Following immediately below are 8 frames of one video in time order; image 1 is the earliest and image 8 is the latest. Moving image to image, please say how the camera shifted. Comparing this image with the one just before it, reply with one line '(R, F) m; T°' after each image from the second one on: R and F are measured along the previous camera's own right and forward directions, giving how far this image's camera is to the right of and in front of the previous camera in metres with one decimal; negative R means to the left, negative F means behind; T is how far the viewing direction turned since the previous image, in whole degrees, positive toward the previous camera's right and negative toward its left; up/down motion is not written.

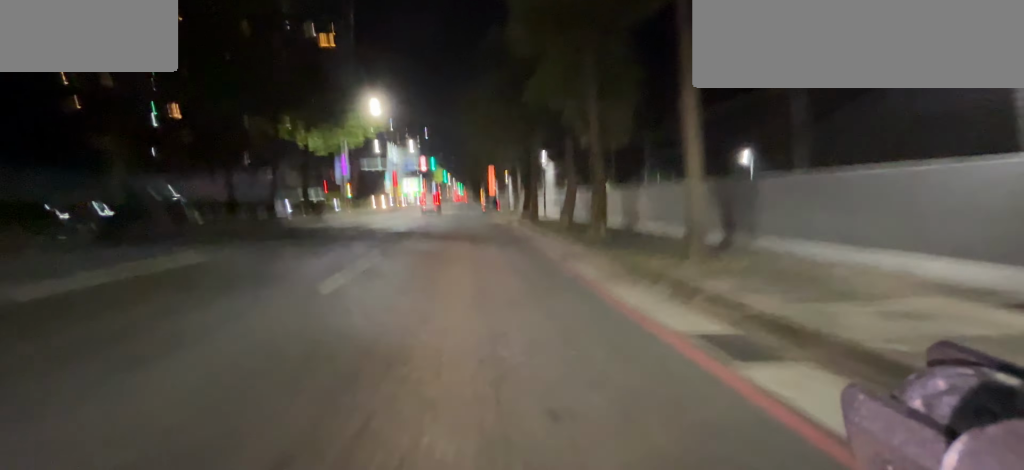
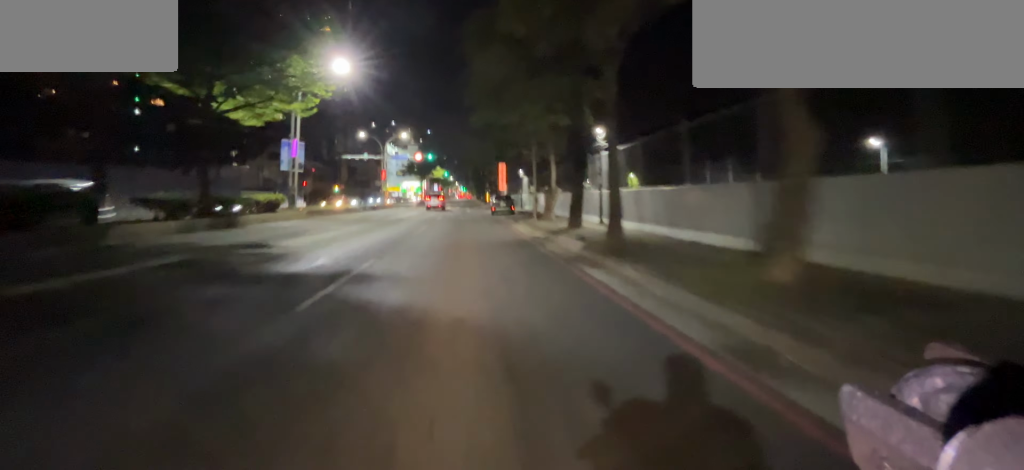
(0.0, +11.8) m; 0°
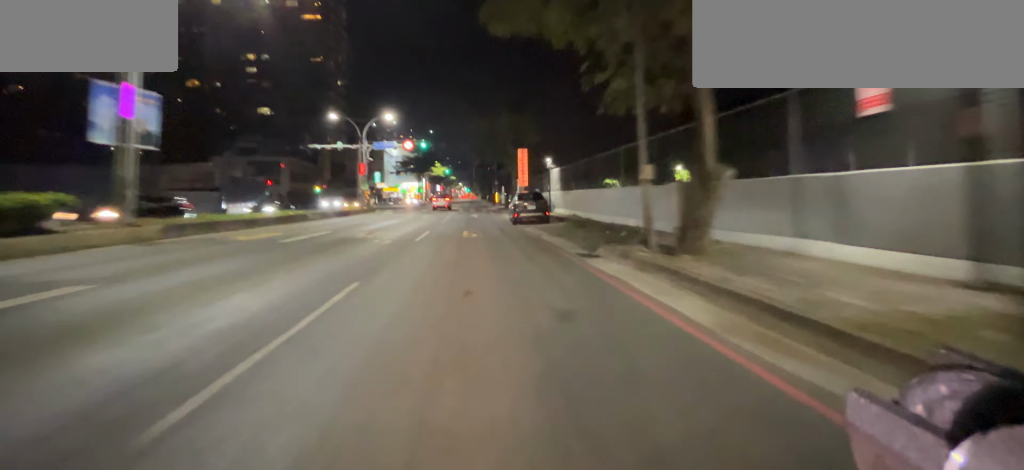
(0.0, +13.9) m; 0°
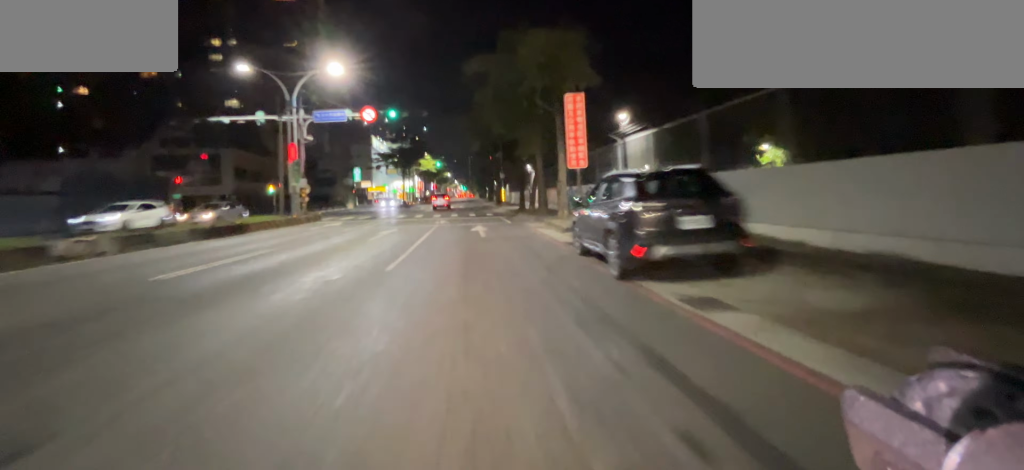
(0.0, +16.9) m; 0°
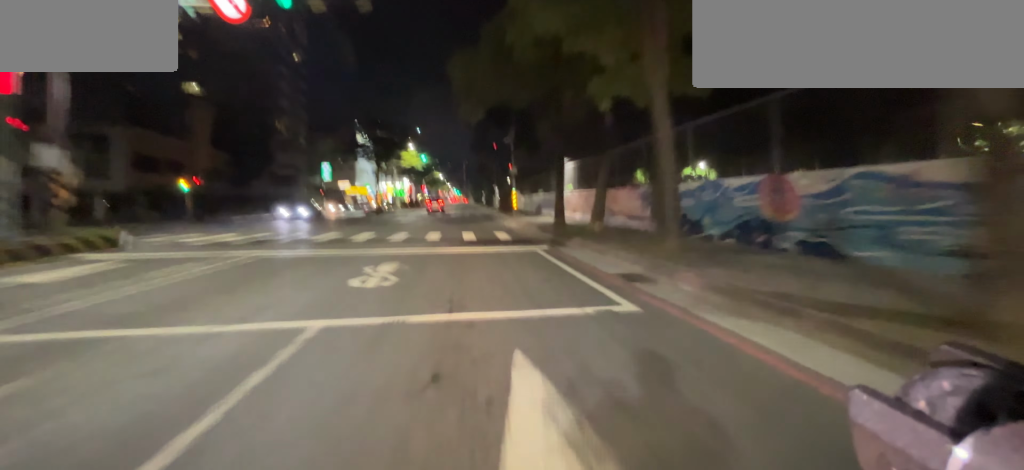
(+0.1, +17.1) m; 0°
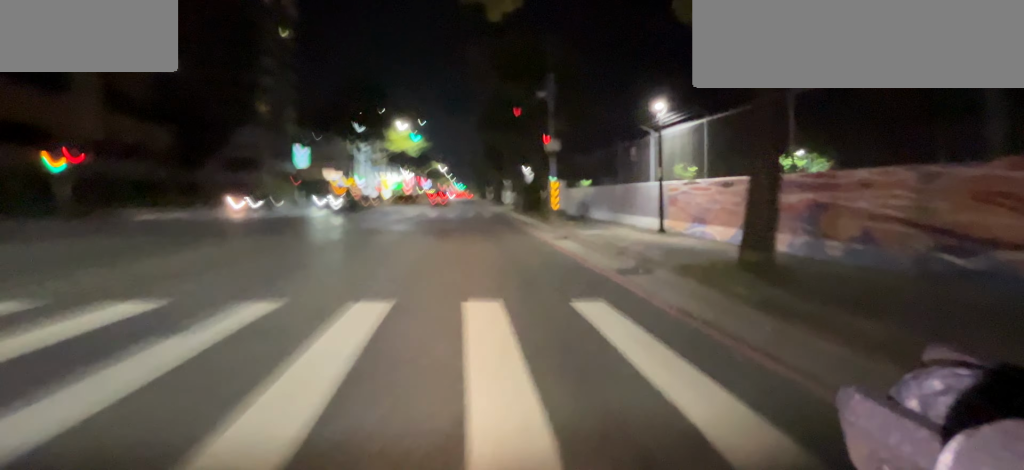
(-0.1, +11.9) m; 0°
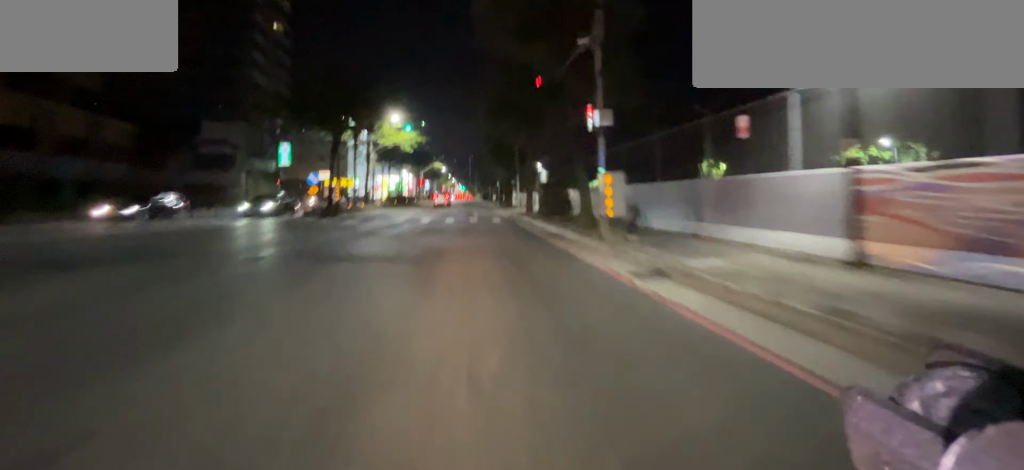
(0.0, +5.5) m; 0°
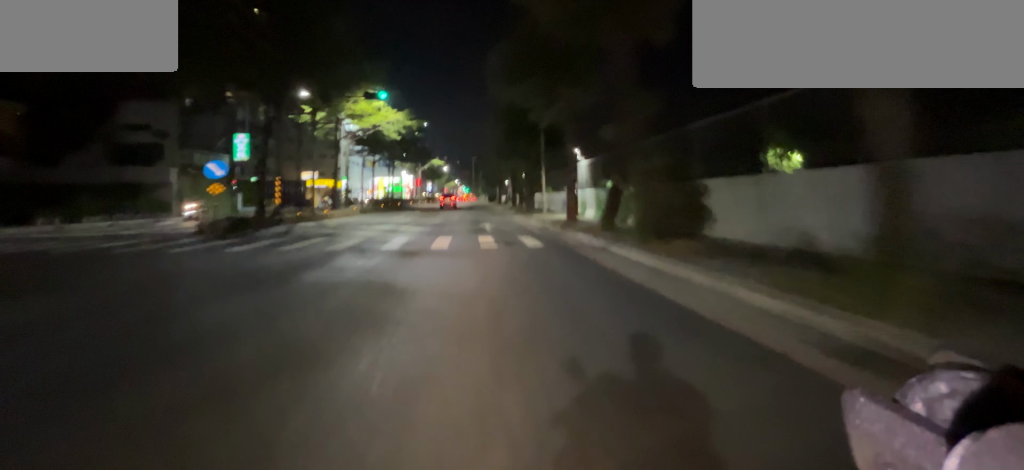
(0.0, +9.3) m; 0°
